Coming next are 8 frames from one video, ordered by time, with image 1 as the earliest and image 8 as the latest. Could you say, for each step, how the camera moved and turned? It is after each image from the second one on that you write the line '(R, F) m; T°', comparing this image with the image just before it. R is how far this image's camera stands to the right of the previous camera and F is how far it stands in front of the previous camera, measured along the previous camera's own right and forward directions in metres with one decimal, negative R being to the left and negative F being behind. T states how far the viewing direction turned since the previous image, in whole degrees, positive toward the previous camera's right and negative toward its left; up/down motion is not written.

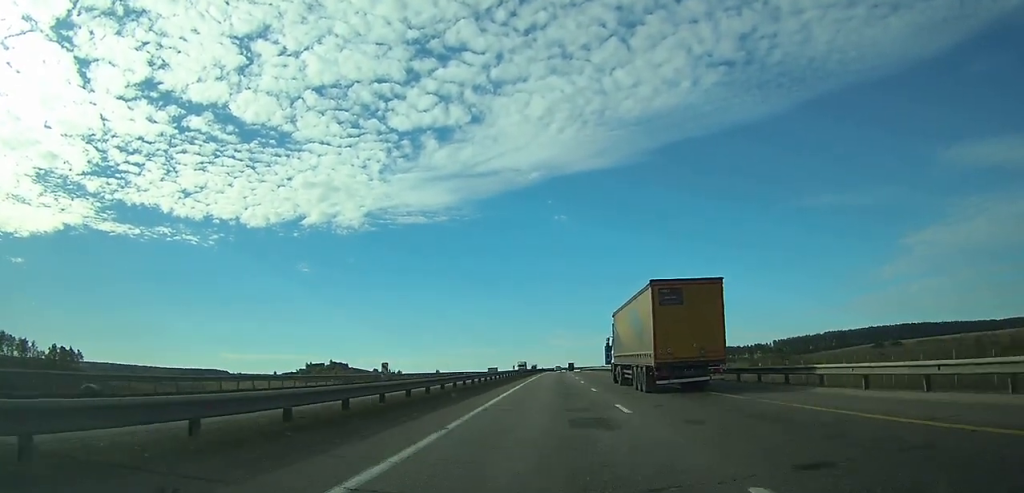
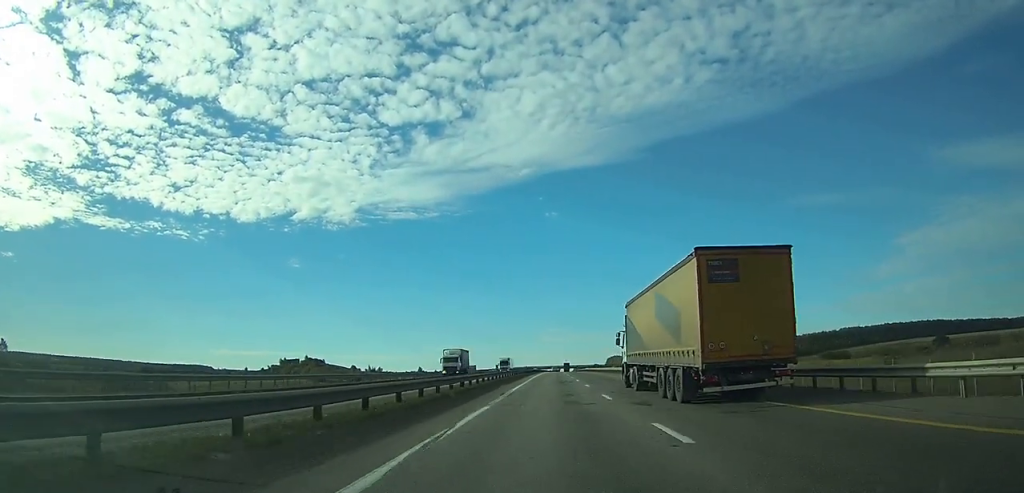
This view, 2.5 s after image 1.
(+0.4, +62.6) m; +1°
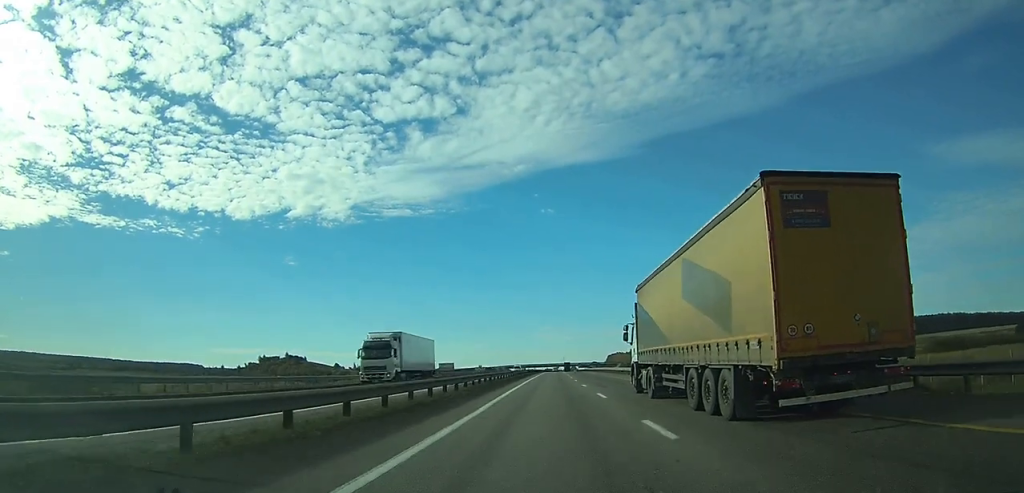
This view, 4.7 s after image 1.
(+0.3, +61.1) m; +1°
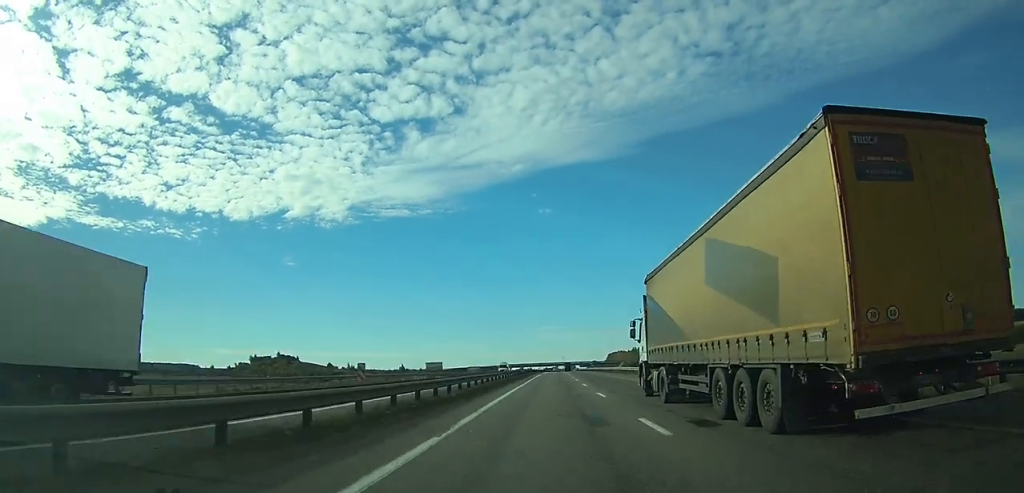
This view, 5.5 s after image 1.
(+0.1, +24.4) m; 0°
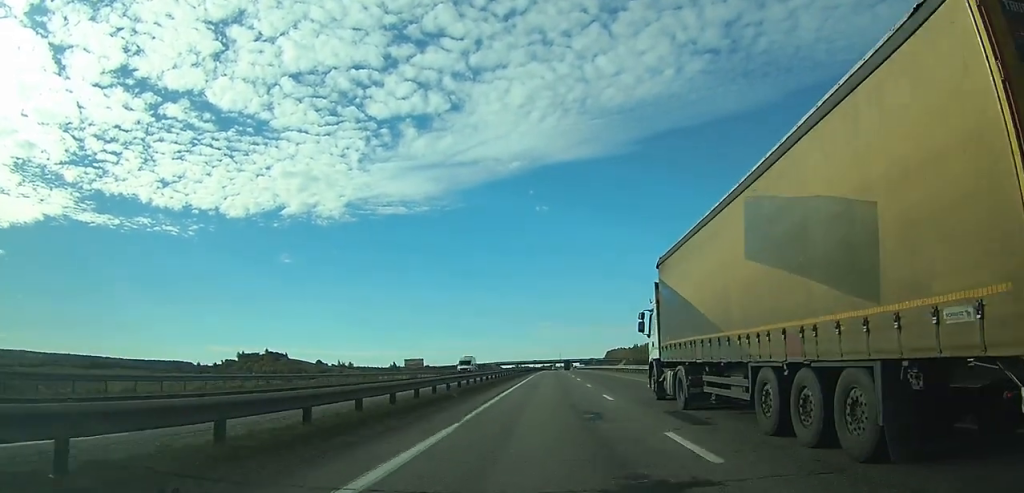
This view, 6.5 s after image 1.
(0.0, +28.0) m; 0°
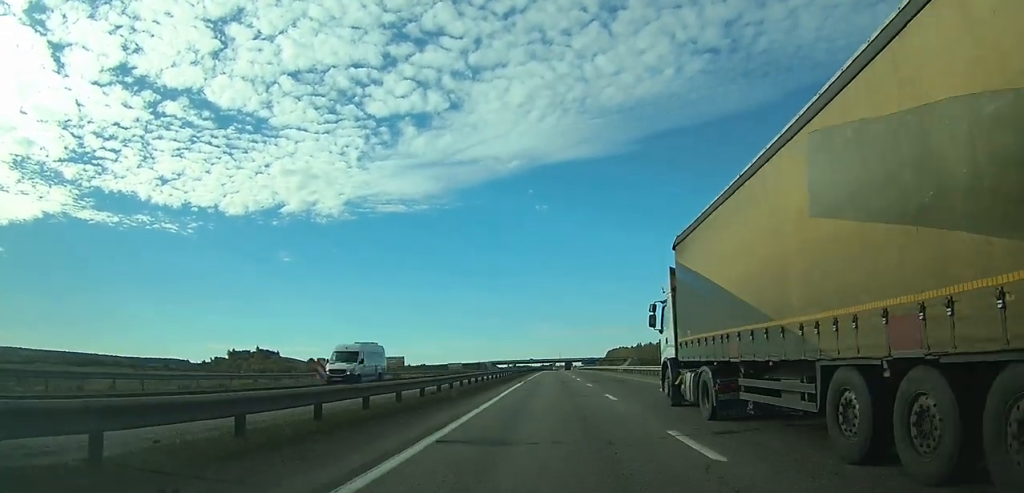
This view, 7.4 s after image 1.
(+0.1, +24.1) m; 0°
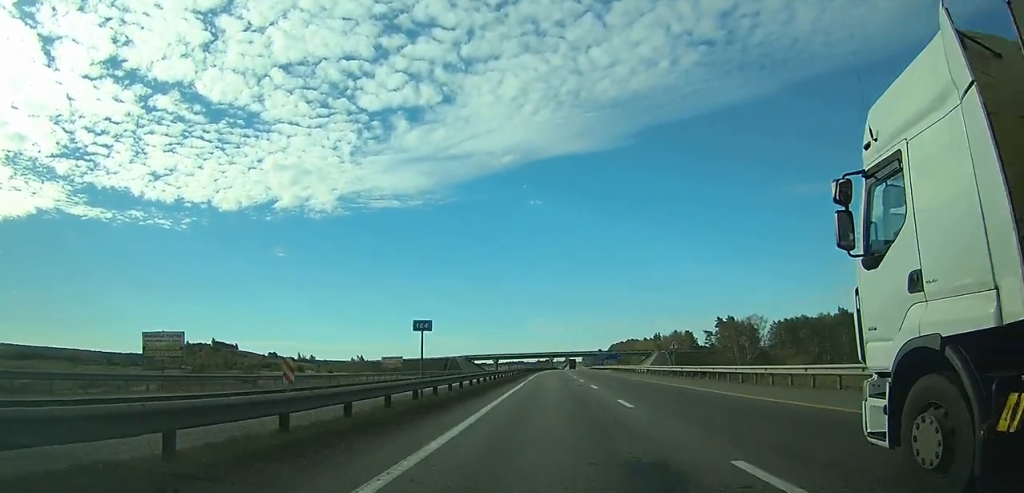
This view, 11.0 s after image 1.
(0.0, +99.1) m; 0°
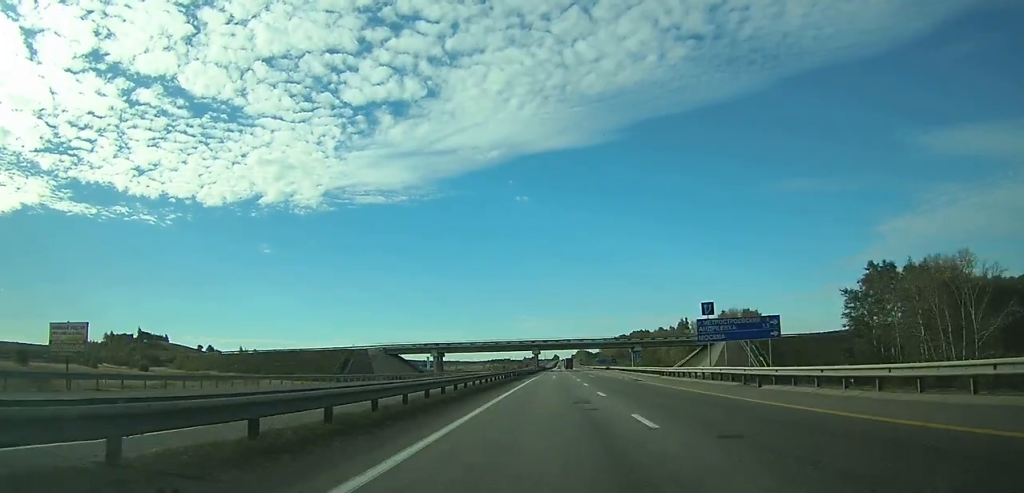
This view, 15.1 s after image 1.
(+0.4, +111.1) m; +1°
